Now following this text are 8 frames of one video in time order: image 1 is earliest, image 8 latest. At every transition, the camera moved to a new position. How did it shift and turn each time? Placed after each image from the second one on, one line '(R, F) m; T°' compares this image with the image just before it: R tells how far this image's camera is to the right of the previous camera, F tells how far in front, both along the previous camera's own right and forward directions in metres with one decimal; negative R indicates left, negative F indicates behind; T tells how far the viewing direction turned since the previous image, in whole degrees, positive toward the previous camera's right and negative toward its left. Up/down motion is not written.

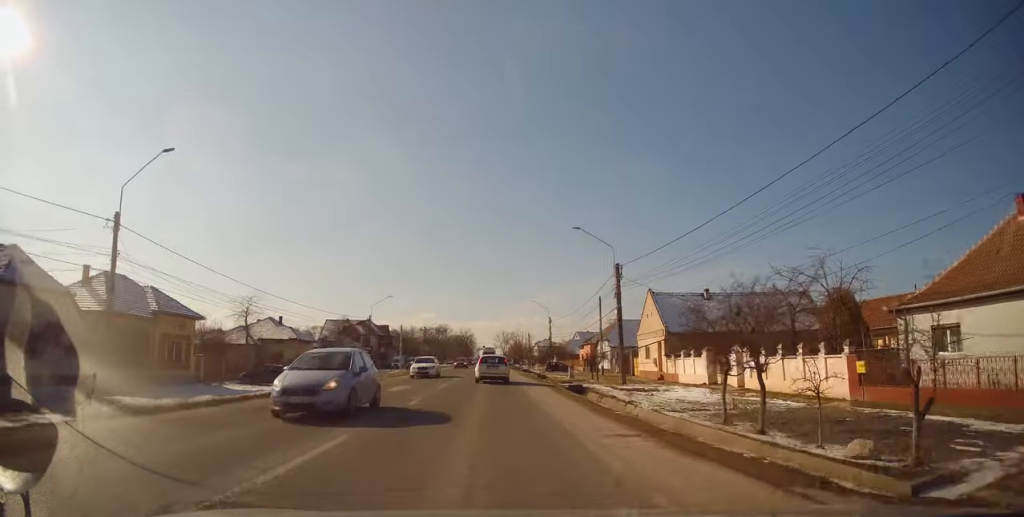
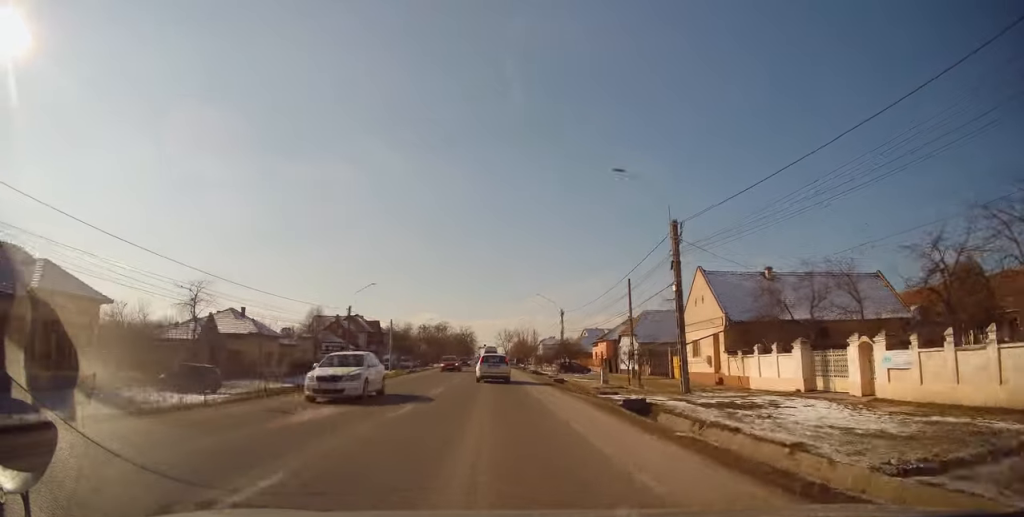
(+0.4, +11.5) m; 0°
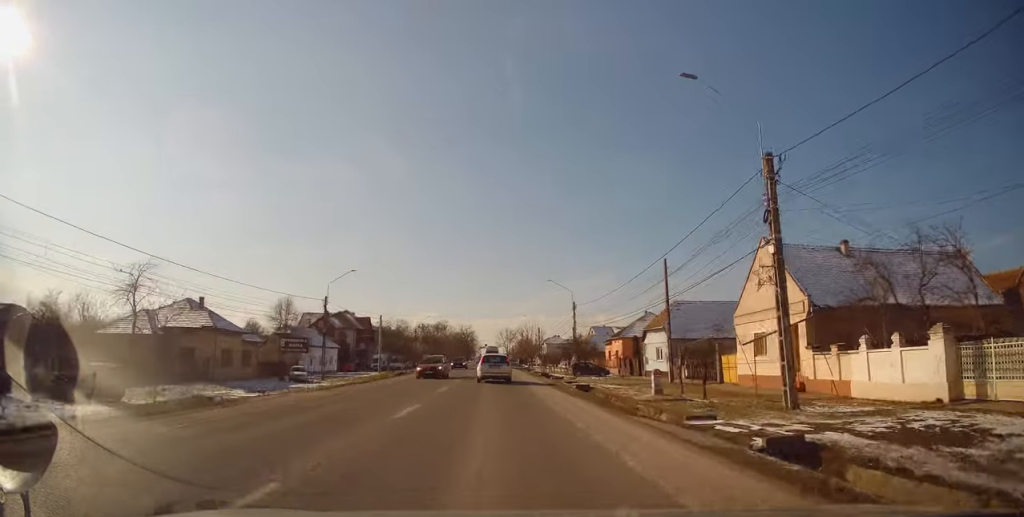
(-0.2, +9.4) m; -1°
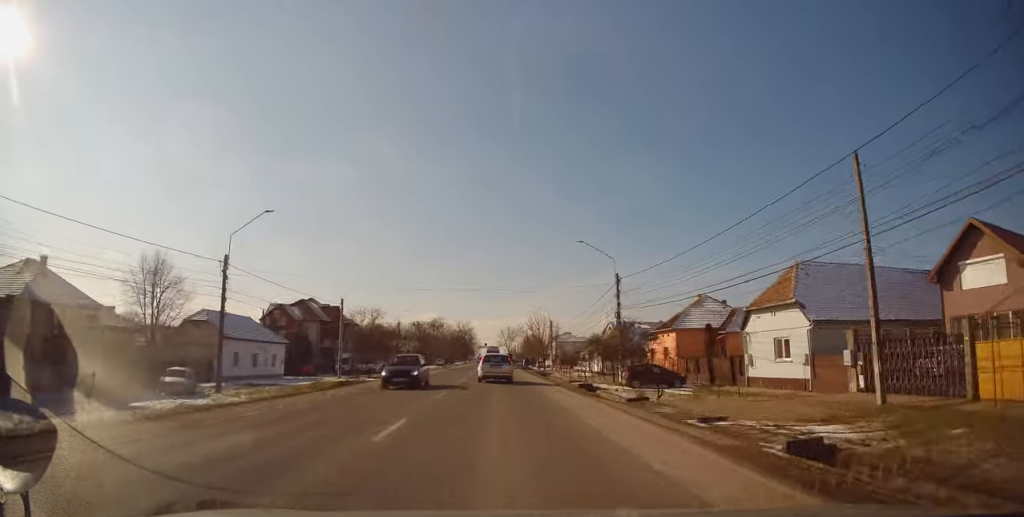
(-0.3, +20.8) m; -2°
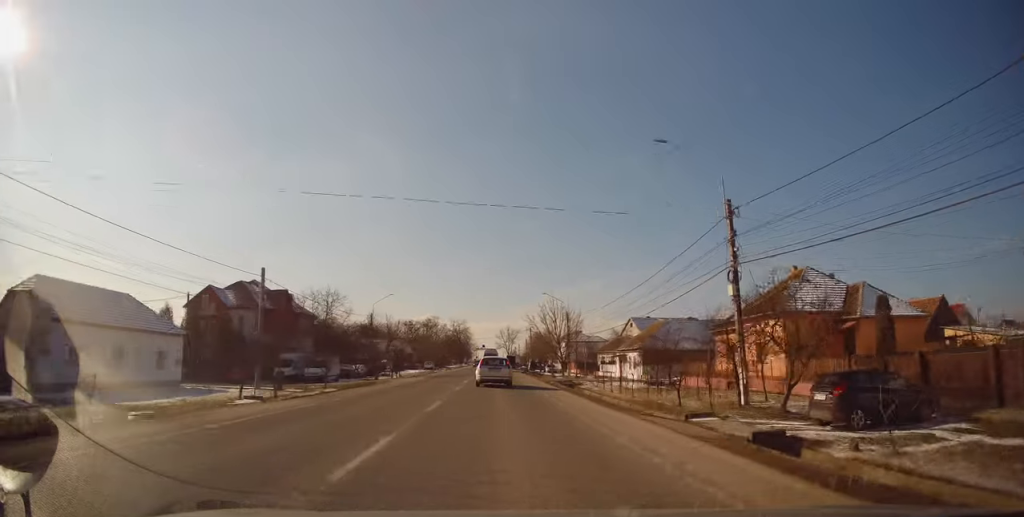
(-0.3, +20.1) m; +1°
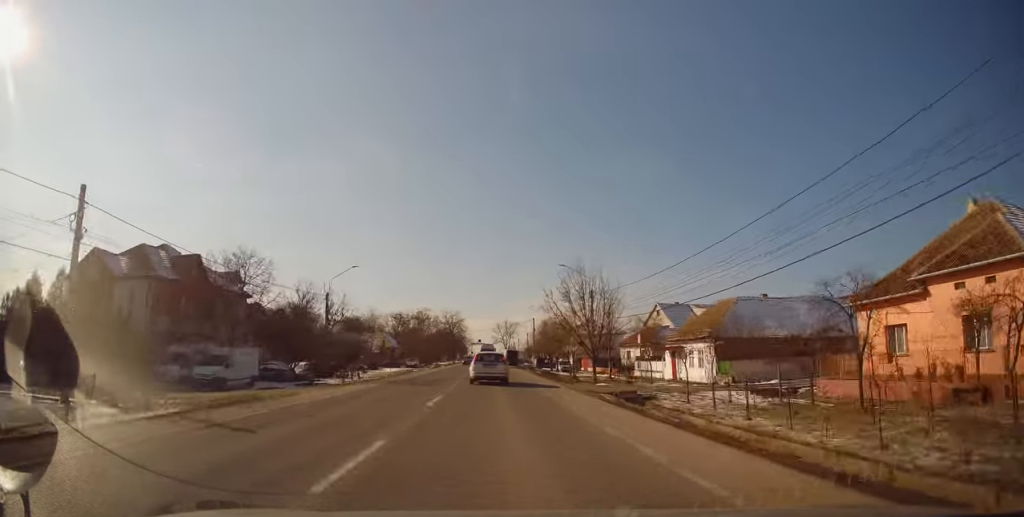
(+0.6, +18.0) m; +2°
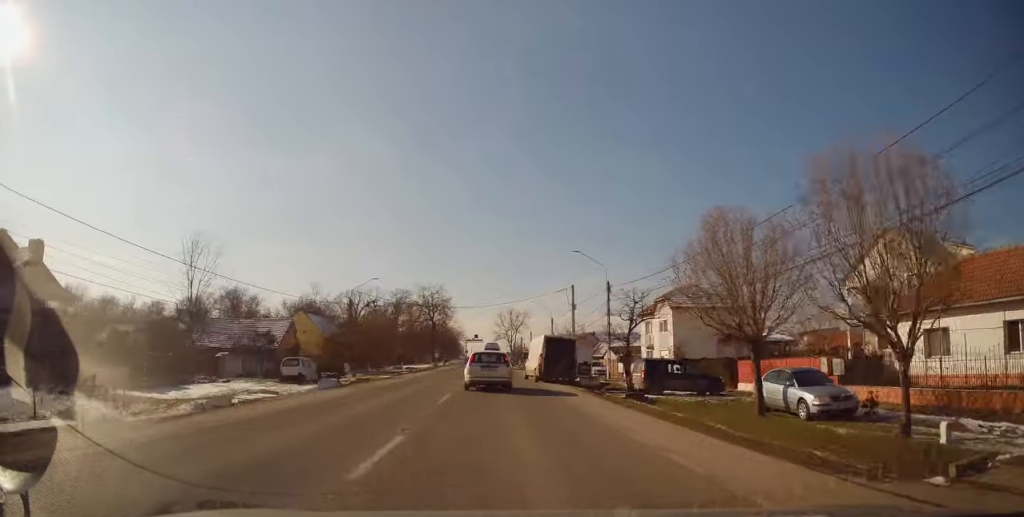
(-1.4, +52.6) m; -2°
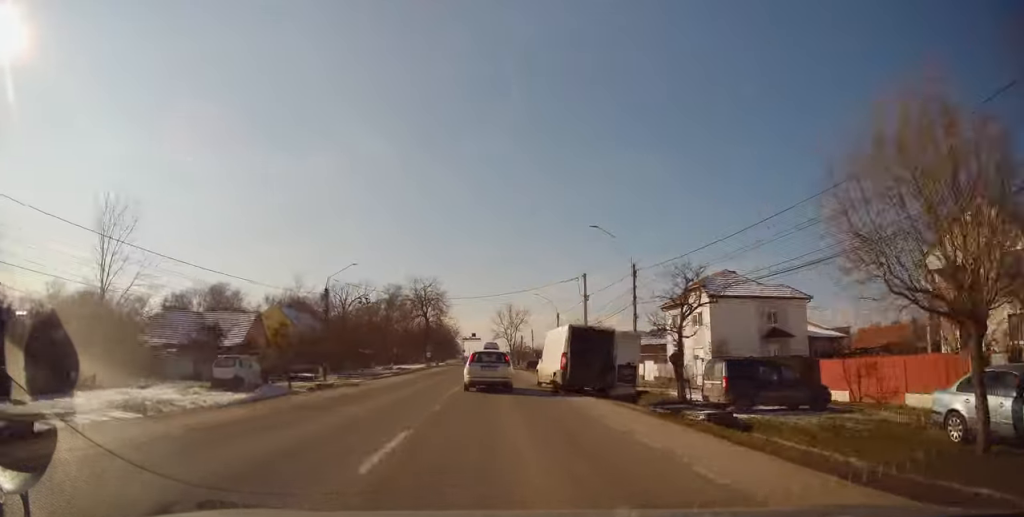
(-0.4, +8.7) m; +1°
